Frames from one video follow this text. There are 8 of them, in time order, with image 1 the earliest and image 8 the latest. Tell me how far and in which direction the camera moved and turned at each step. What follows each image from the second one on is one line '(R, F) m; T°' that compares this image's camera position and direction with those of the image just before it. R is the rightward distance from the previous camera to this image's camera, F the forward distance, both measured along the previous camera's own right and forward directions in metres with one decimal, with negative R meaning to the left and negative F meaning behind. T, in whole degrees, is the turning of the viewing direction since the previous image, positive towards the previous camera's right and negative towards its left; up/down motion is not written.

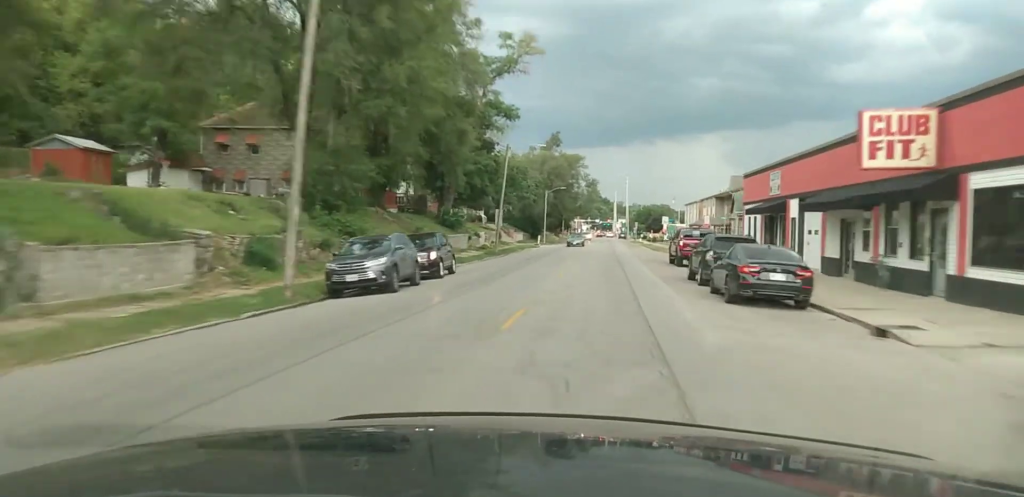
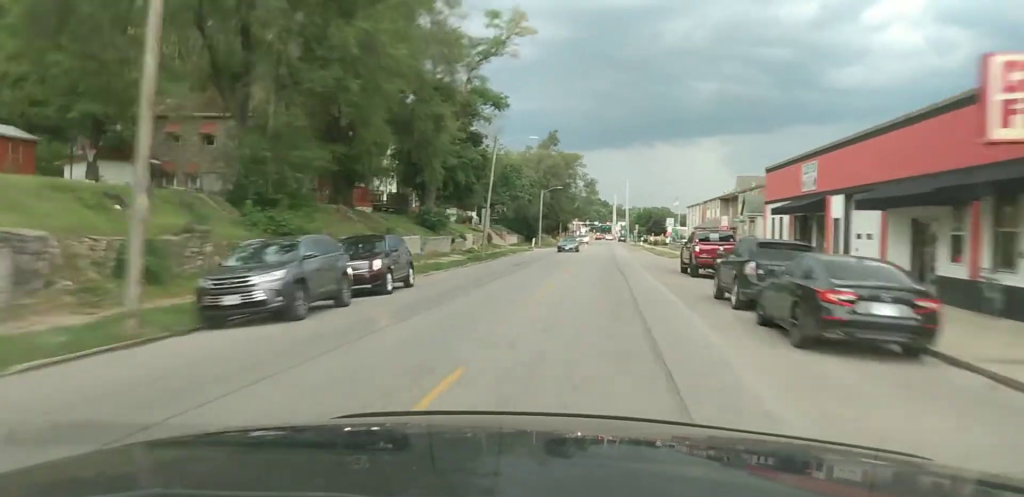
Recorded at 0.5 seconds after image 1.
(-0.3, +6.9) m; 0°
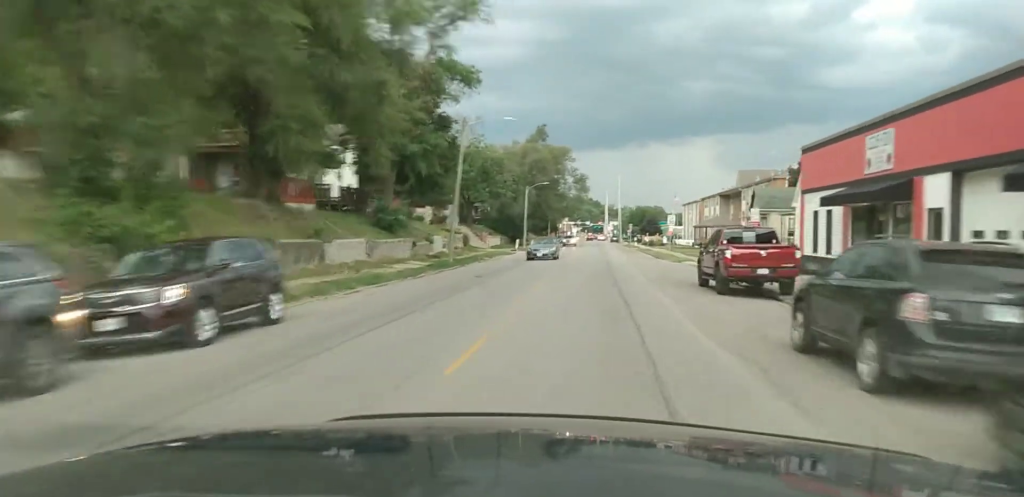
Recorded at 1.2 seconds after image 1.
(0.0, +10.1) m; +1°
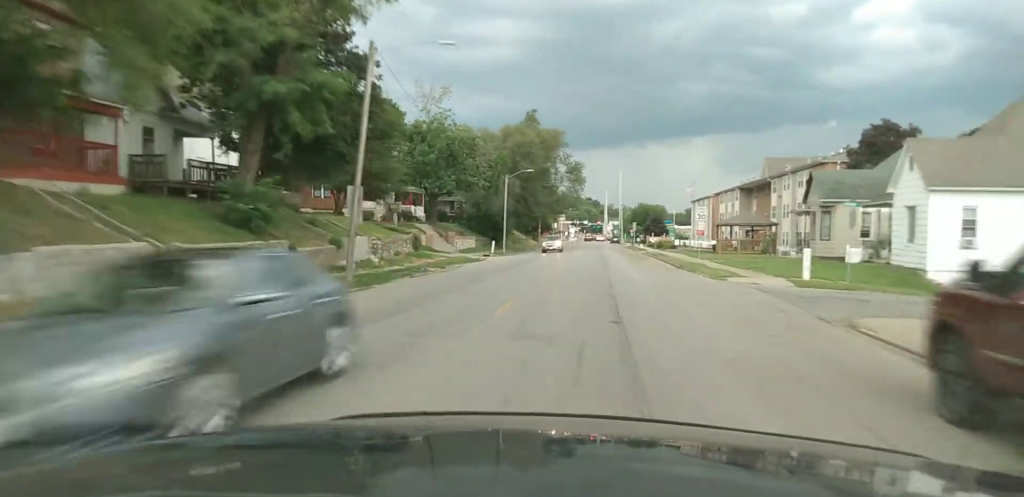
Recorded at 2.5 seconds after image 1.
(+0.6, +18.2) m; +2°
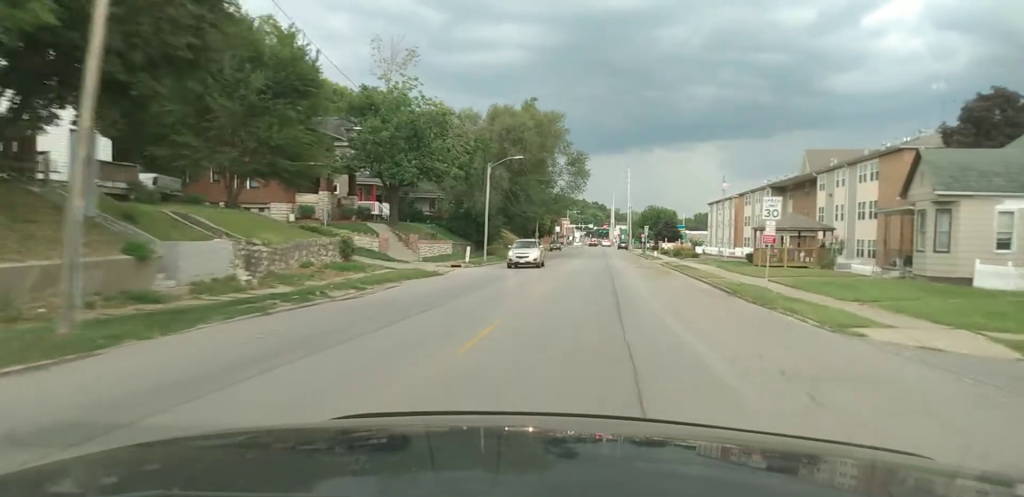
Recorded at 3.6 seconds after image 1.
(-0.2, +15.9) m; -1°
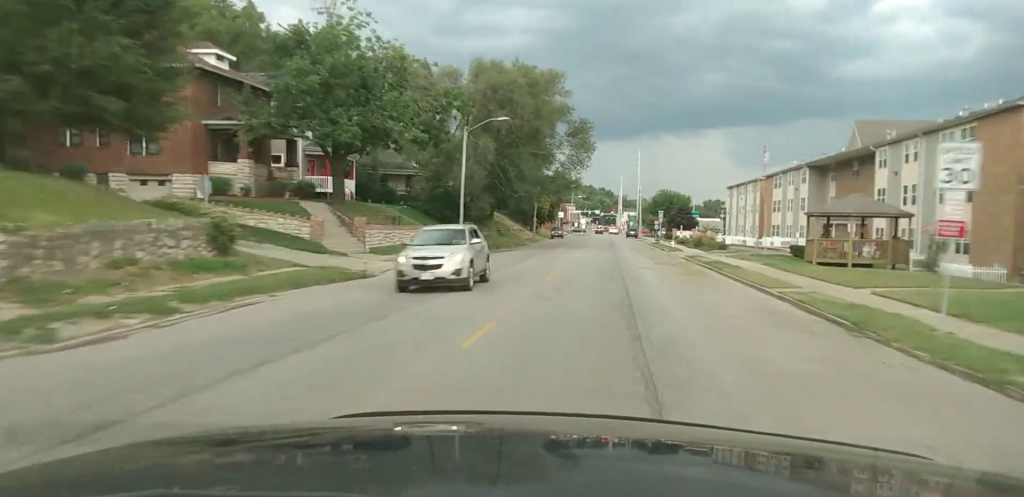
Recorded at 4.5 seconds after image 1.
(-0.1, +13.4) m; -1°
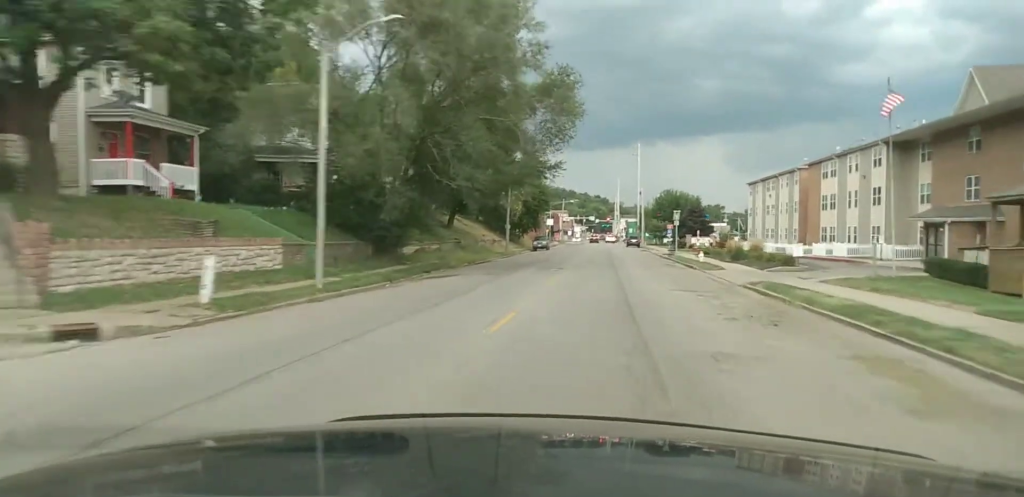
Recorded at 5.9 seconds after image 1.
(-0.1, +21.1) m; 0°
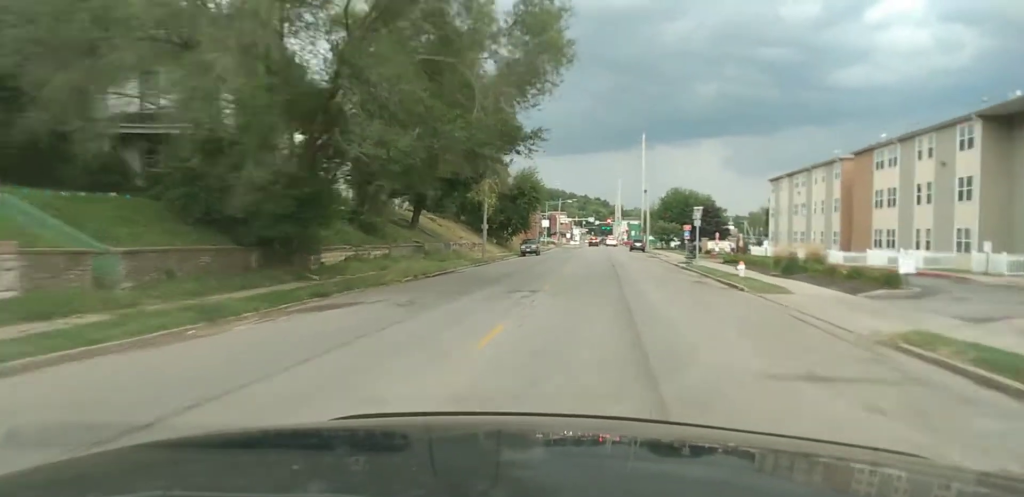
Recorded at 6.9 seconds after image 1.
(+0.1, +15.0) m; 0°
